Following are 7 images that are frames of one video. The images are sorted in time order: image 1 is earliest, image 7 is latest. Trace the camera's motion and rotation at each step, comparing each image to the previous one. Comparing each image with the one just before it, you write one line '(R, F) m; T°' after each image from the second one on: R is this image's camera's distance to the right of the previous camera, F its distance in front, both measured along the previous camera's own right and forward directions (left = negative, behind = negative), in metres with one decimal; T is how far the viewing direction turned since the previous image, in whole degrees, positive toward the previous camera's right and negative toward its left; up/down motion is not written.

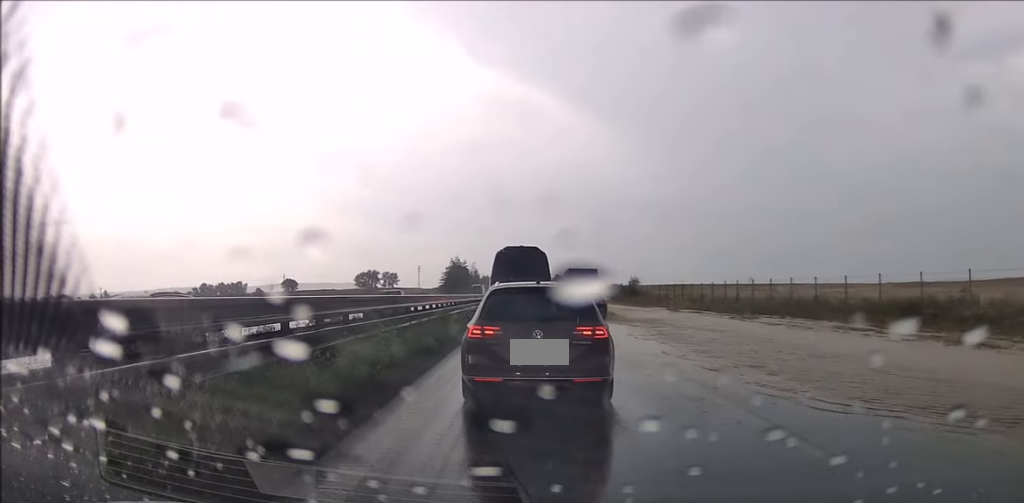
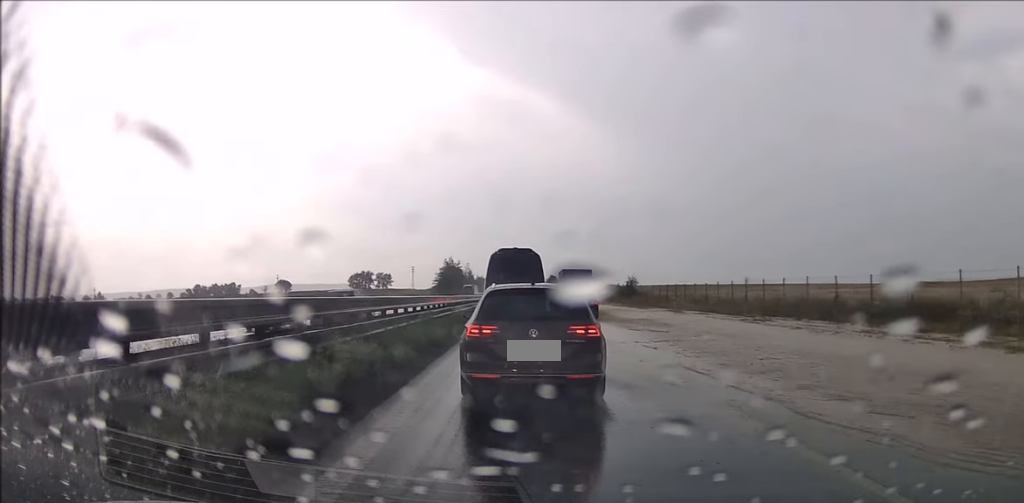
(0.0, +3.2) m; 0°
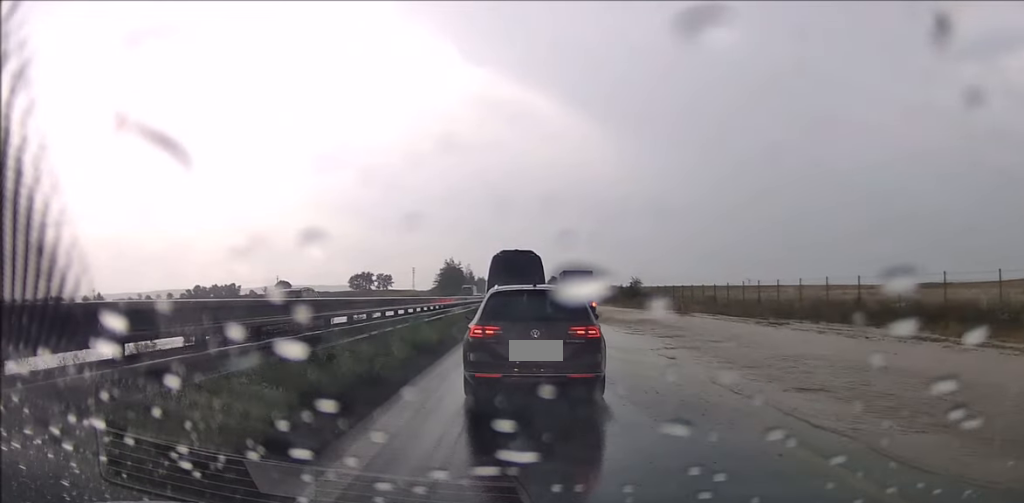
(0.0, +2.1) m; 0°
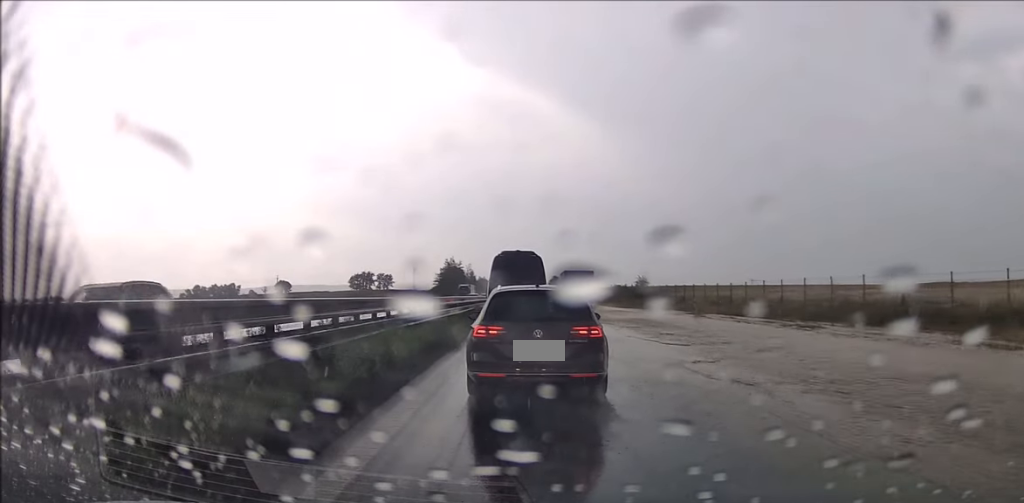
(0.0, +3.6) m; 0°
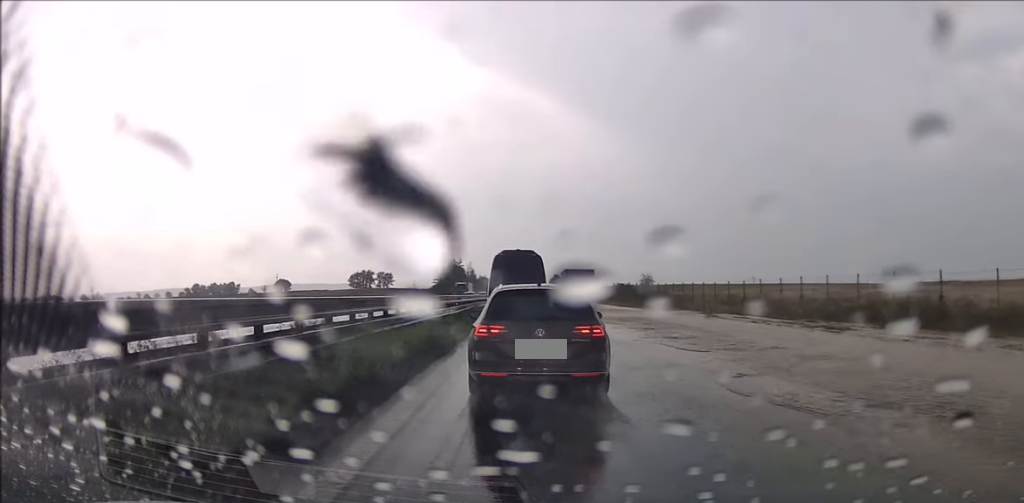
(0.0, +2.7) m; +1°
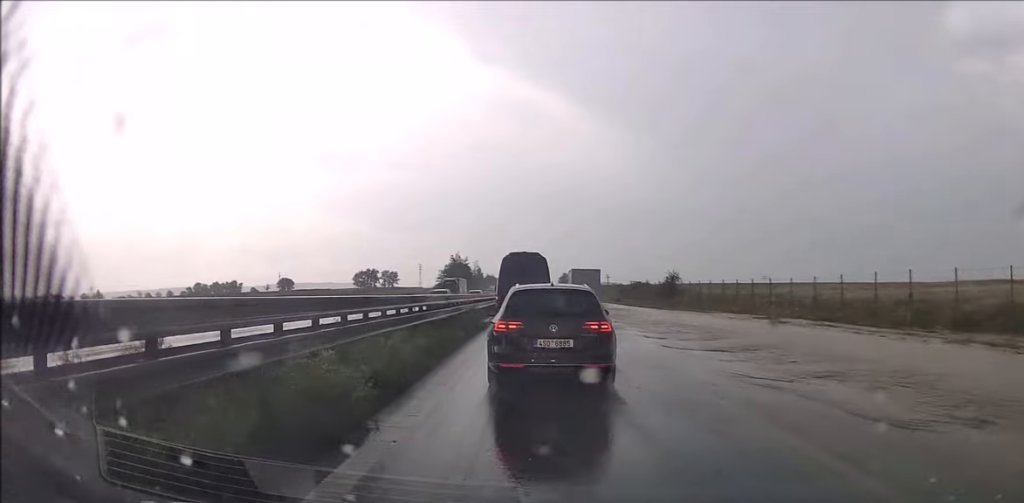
(+0.3, +9.8) m; +2°
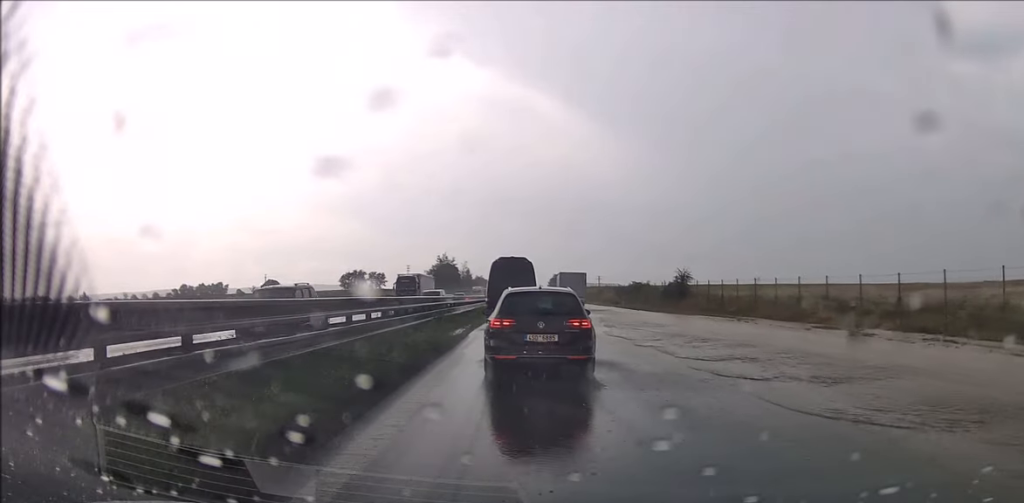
(-0.1, +9.2) m; -1°
